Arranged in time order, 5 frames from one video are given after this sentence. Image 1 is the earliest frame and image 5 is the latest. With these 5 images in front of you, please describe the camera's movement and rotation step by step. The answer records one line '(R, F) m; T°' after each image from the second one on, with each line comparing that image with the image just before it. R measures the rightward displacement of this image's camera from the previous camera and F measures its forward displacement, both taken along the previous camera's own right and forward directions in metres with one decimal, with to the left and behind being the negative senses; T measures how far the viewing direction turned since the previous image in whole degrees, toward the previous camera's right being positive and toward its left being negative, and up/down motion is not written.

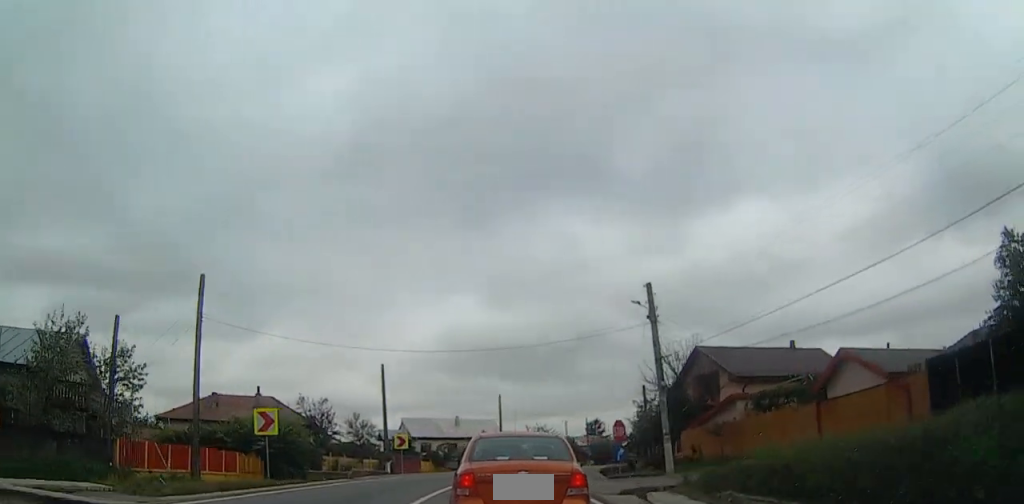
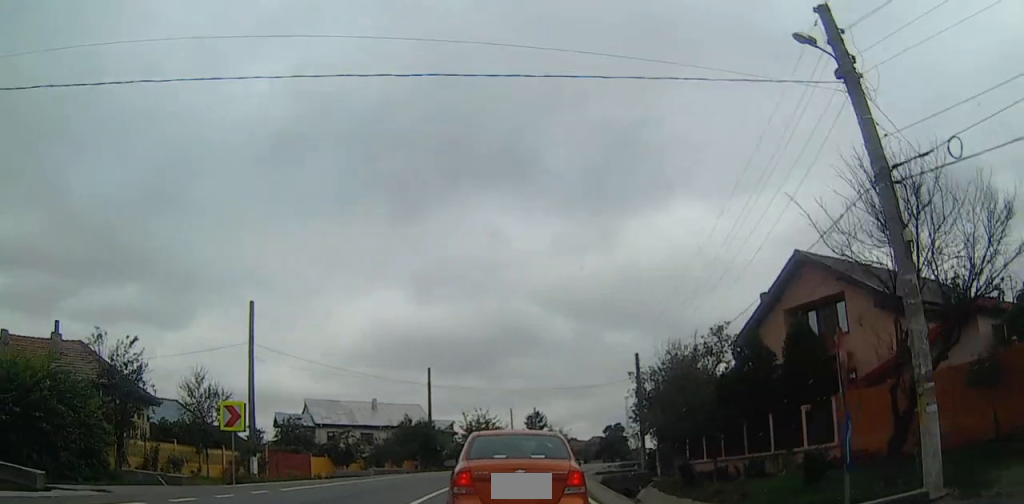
(0.0, +24.2) m; +3°
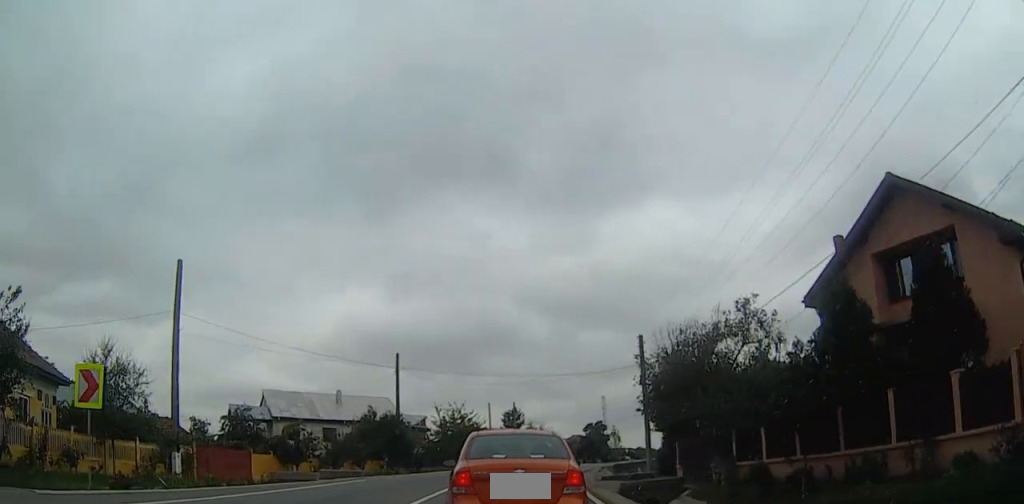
(+0.1, +8.6) m; +4°
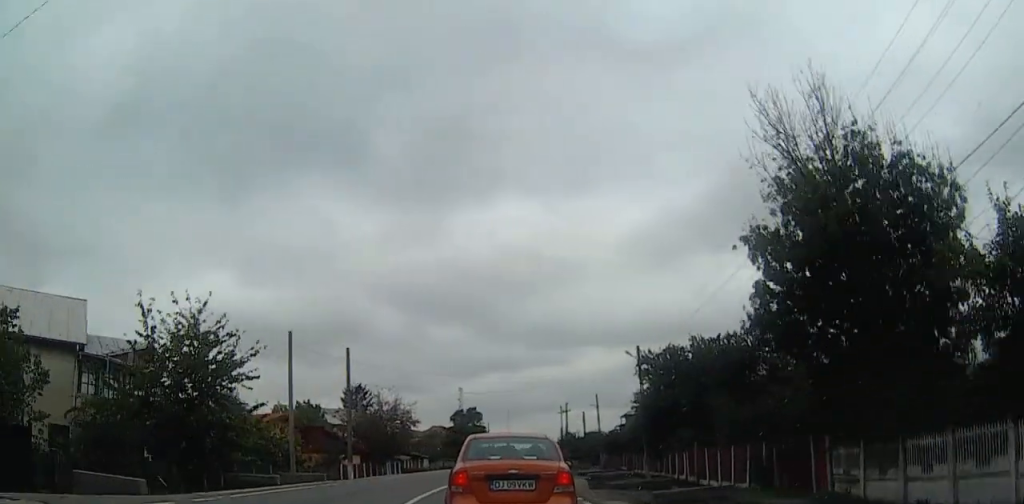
(+5.2, +44.0) m; +12°
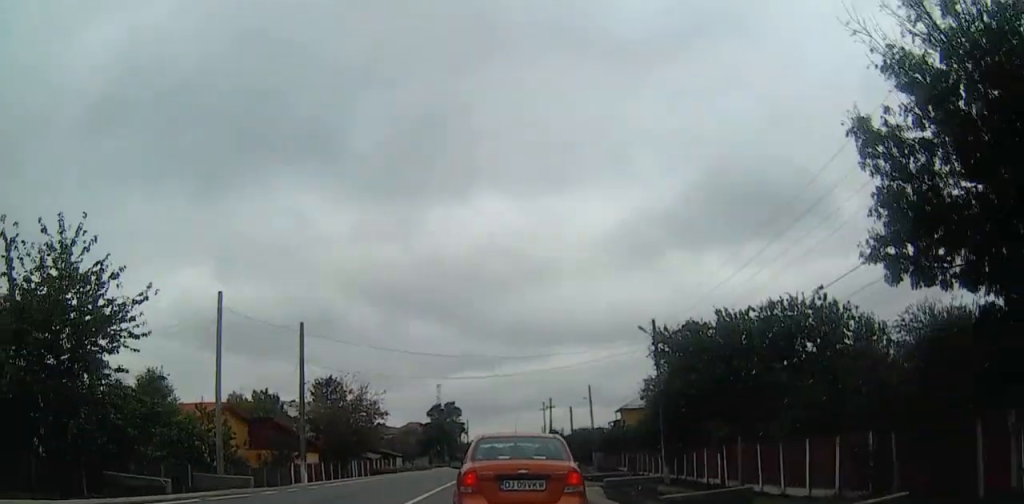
(+0.4, +8.0) m; +2°
